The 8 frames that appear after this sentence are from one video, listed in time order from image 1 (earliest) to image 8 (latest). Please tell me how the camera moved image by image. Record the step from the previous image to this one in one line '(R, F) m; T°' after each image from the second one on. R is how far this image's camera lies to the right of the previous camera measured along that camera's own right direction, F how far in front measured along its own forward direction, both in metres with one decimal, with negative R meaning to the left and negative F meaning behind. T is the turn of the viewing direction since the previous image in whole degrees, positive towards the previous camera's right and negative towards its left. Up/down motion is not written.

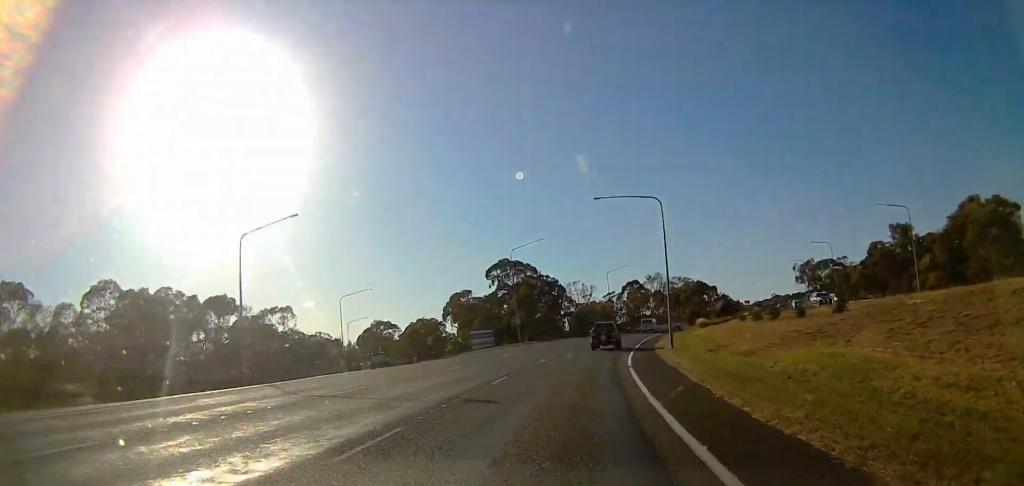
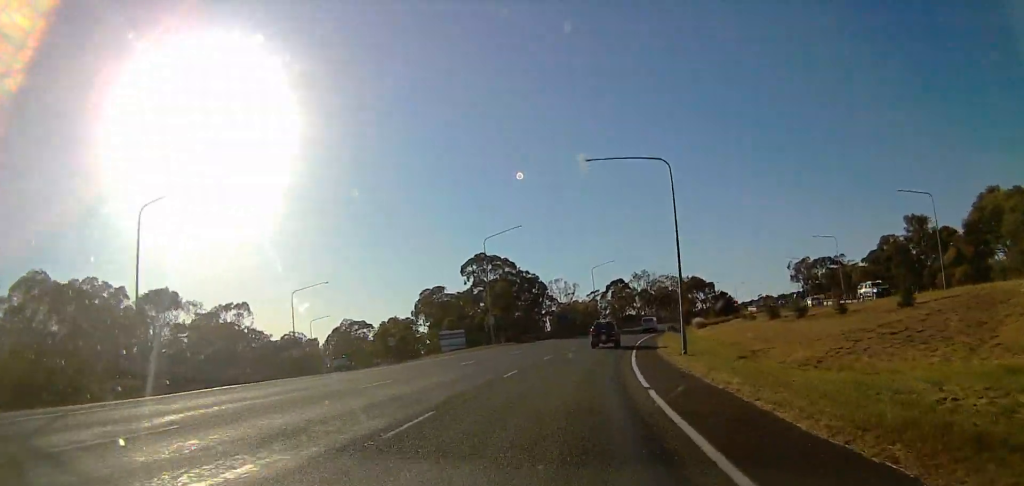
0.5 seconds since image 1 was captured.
(+0.1, +9.3) m; +3°
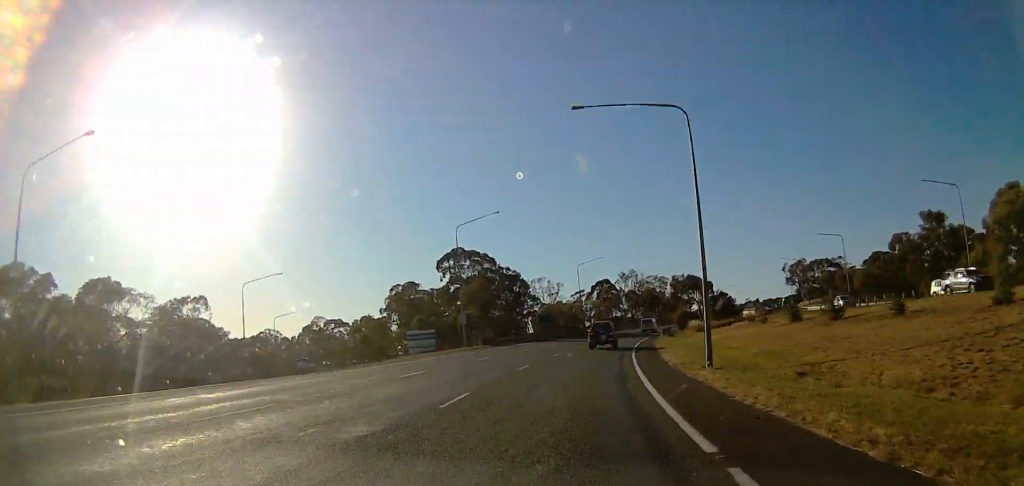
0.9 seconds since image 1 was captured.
(+0.1, +8.3) m; +2°
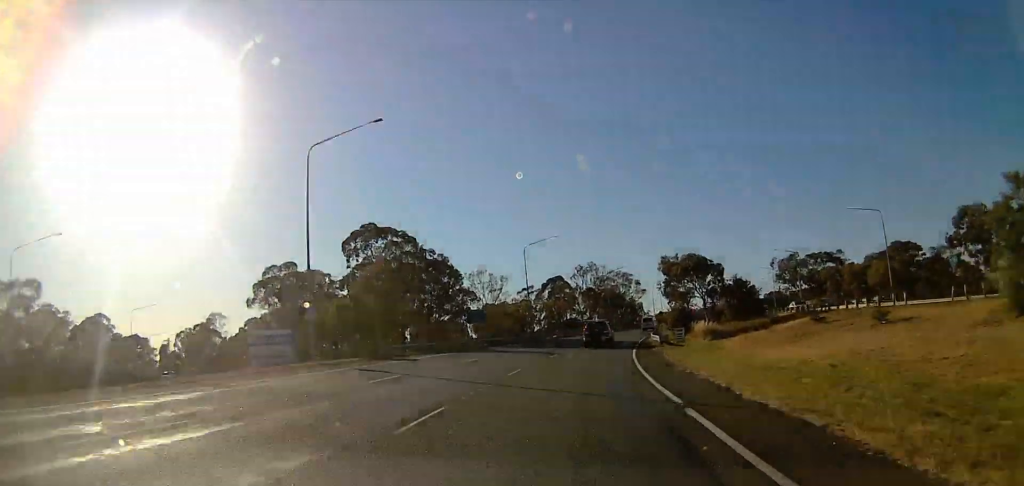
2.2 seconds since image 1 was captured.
(+1.6, +29.8) m; +3°
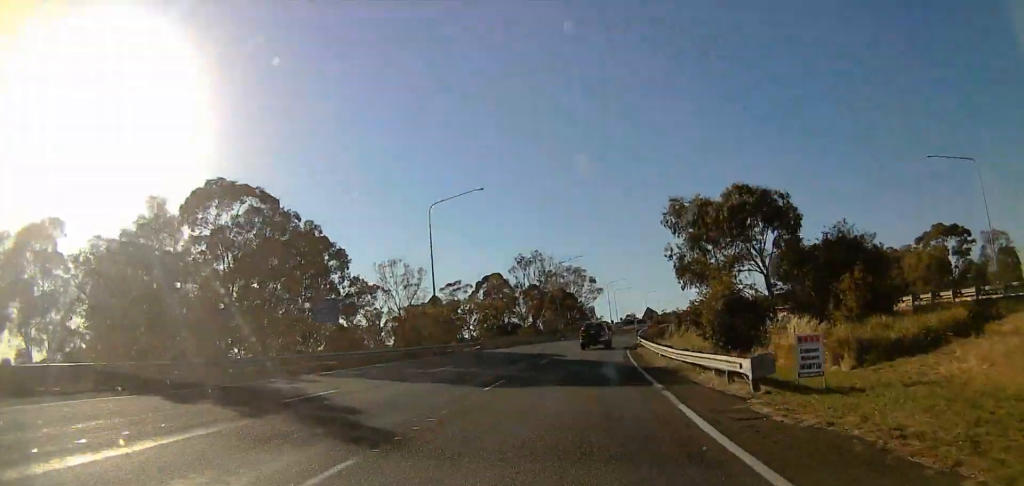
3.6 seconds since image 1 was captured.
(0.0, +33.6) m; 0°
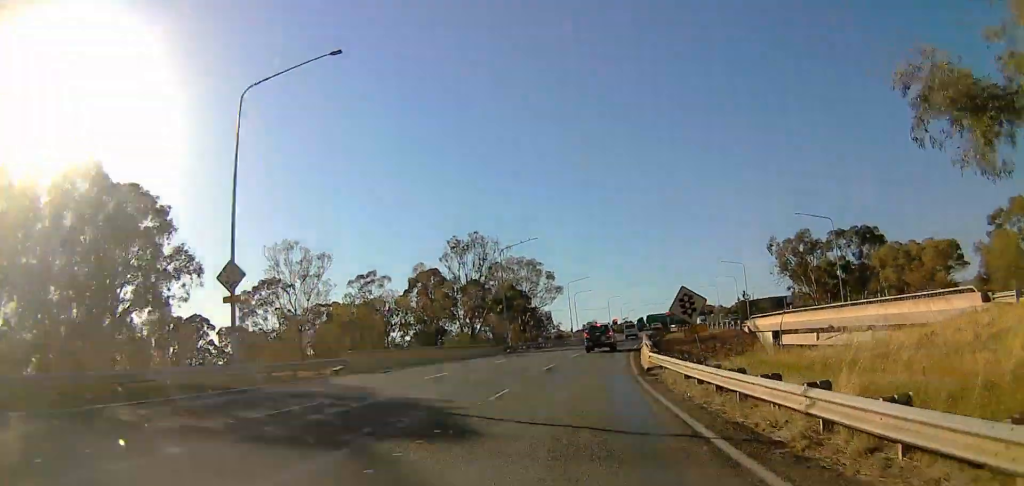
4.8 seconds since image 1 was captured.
(+0.5, +29.3) m; +6°
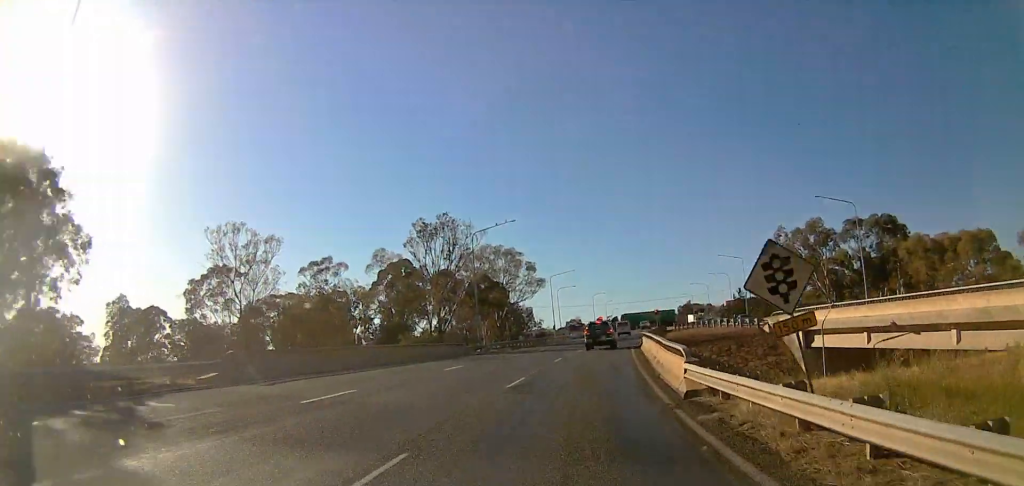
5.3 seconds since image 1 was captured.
(+0.9, +10.5) m; +3°
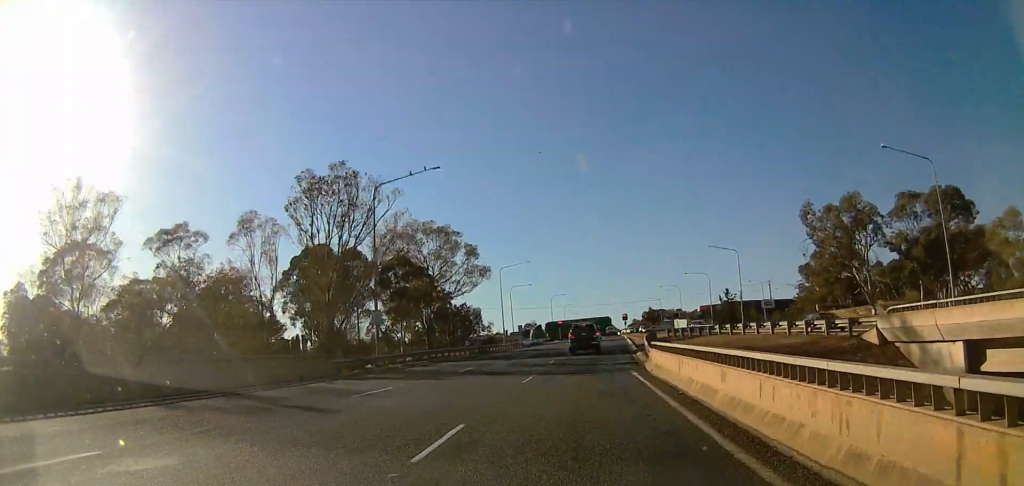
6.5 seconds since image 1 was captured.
(+1.0, +21.8) m; +3°
